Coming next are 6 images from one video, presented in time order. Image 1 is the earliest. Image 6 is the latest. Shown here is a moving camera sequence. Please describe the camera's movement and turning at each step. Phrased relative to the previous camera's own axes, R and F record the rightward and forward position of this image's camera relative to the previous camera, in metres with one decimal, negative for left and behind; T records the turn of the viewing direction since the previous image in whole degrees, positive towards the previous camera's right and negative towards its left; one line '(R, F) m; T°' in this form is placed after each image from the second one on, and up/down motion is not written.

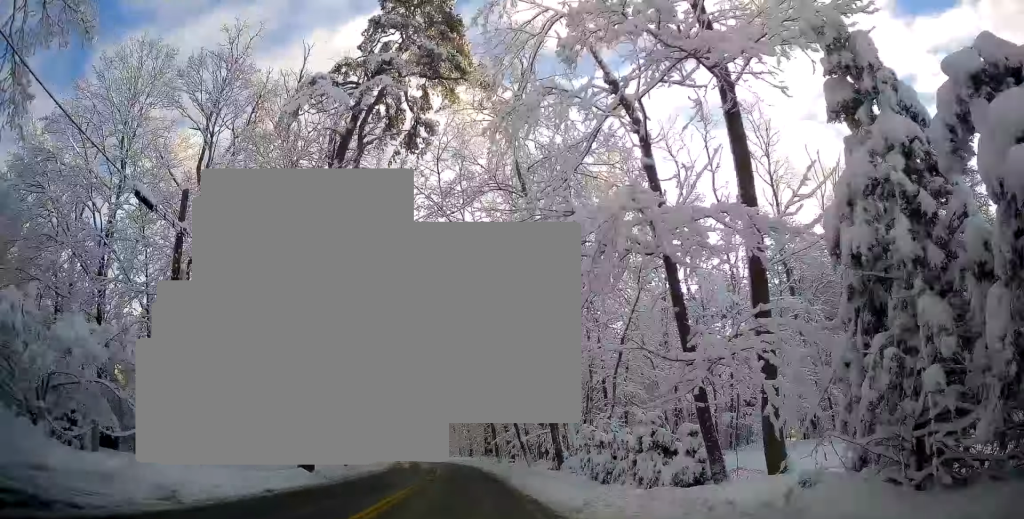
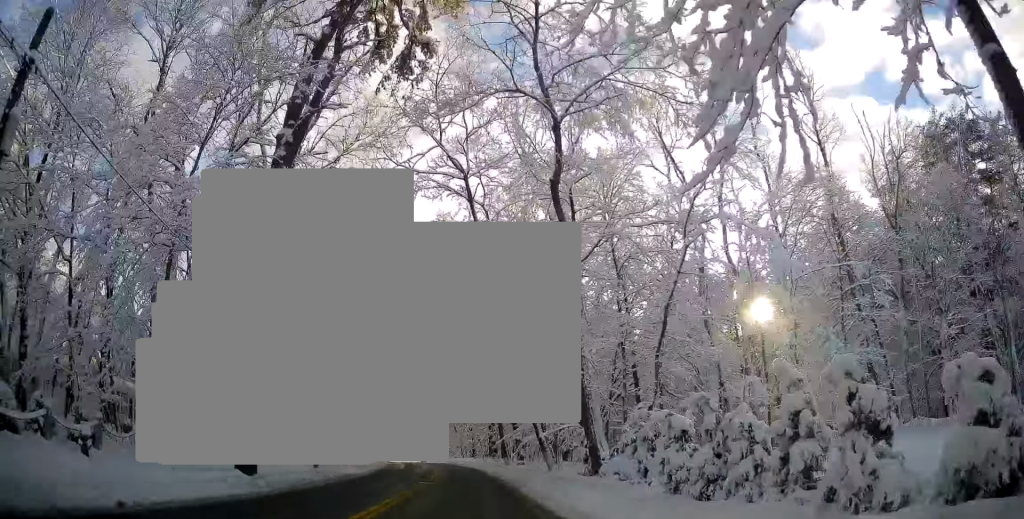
(+0.2, +6.3) m; 0°
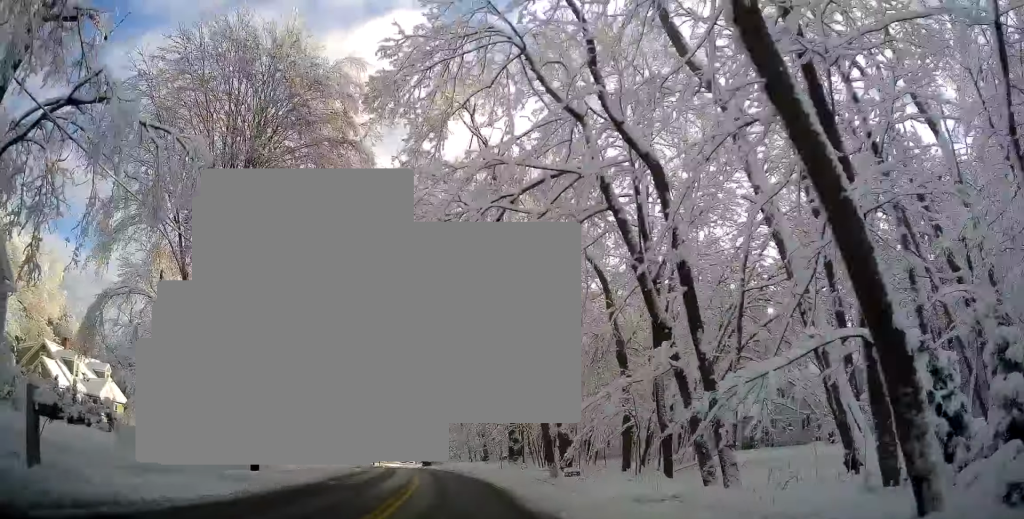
(-0.5, +17.2) m; -1°
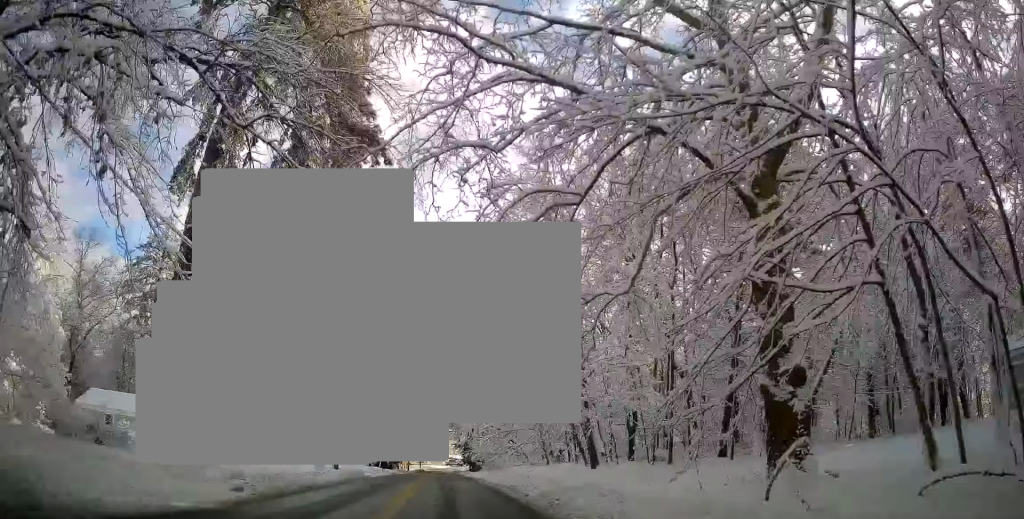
(-0.3, +27.9) m; -2°
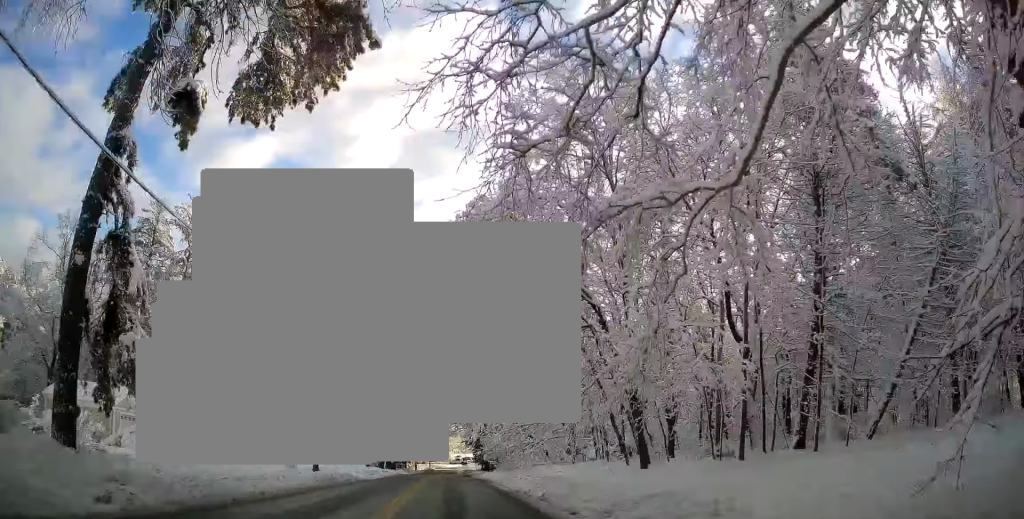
(0.0, +6.0) m; +1°
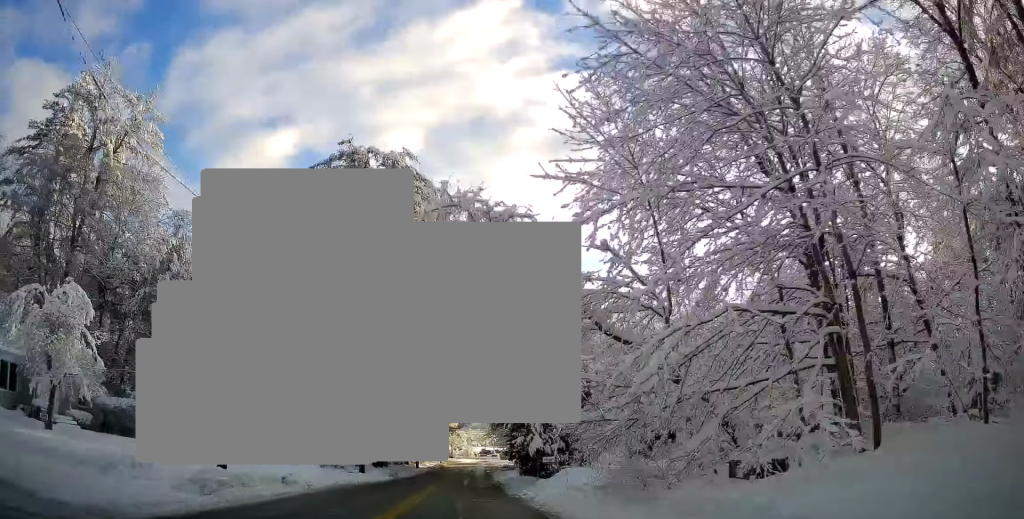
(+0.1, +27.3) m; -3°
